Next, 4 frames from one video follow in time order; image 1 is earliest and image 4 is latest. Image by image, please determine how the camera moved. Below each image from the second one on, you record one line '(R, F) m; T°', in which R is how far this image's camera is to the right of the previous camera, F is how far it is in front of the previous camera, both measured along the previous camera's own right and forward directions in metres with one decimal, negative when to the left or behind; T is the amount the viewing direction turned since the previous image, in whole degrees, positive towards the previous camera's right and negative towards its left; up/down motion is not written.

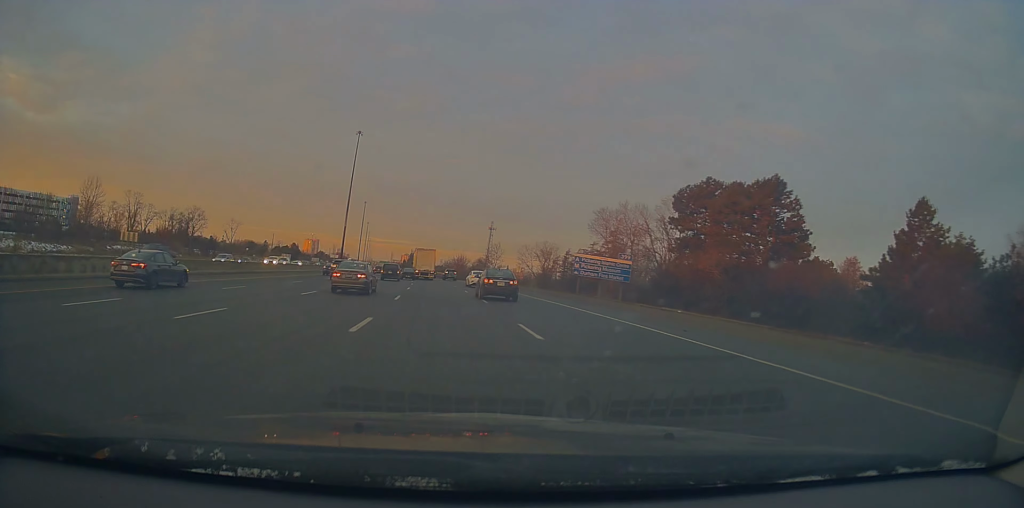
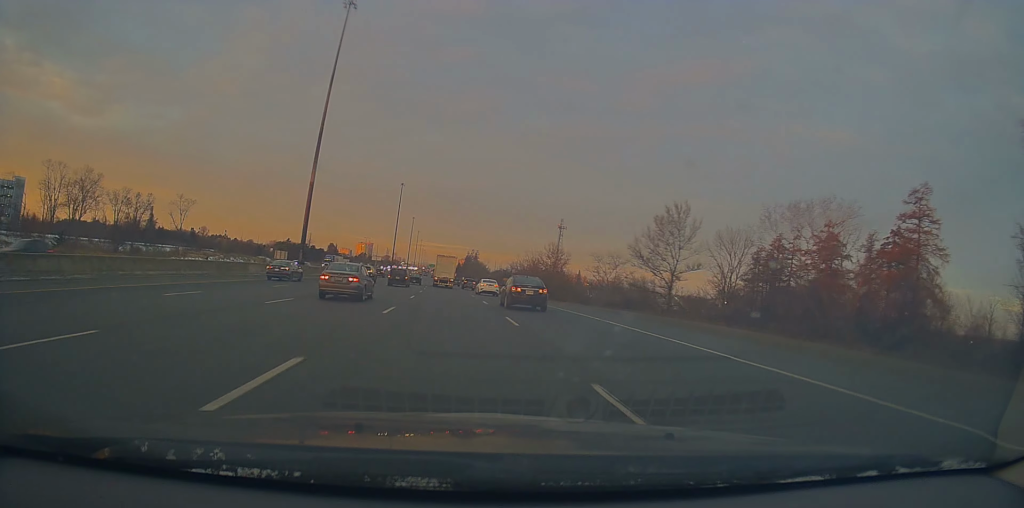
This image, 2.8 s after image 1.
(-3.2, +78.3) m; -6°
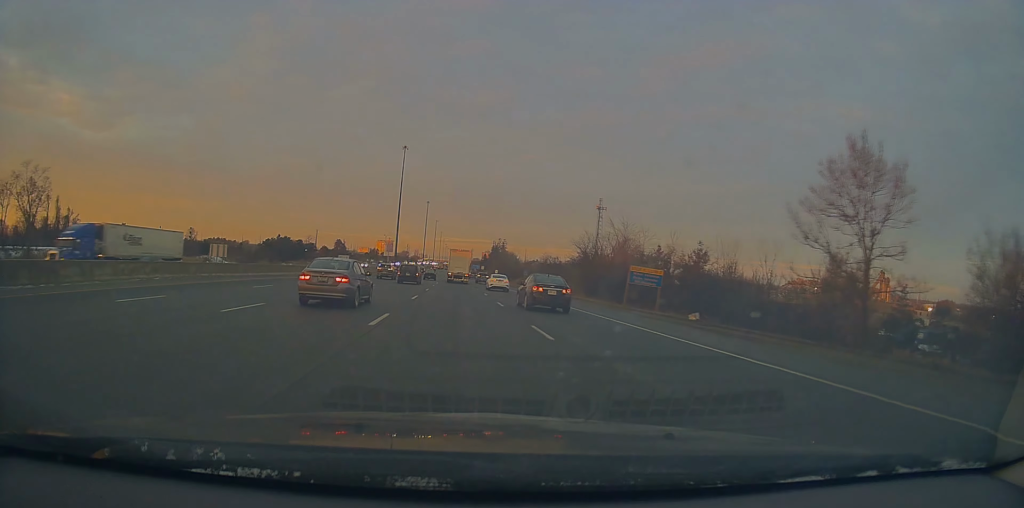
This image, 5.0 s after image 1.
(-1.5, +62.3) m; -2°
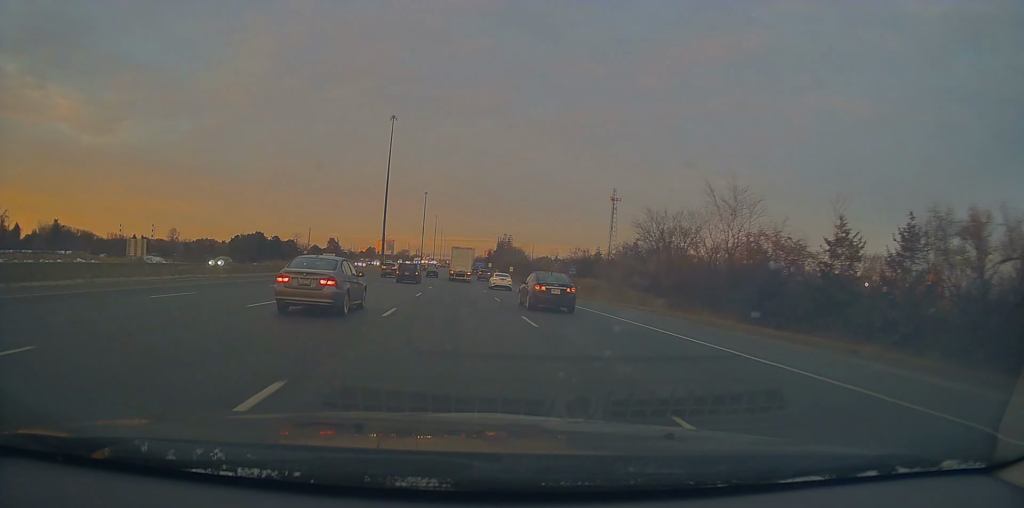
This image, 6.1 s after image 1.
(+0.4, +33.2) m; -1°
